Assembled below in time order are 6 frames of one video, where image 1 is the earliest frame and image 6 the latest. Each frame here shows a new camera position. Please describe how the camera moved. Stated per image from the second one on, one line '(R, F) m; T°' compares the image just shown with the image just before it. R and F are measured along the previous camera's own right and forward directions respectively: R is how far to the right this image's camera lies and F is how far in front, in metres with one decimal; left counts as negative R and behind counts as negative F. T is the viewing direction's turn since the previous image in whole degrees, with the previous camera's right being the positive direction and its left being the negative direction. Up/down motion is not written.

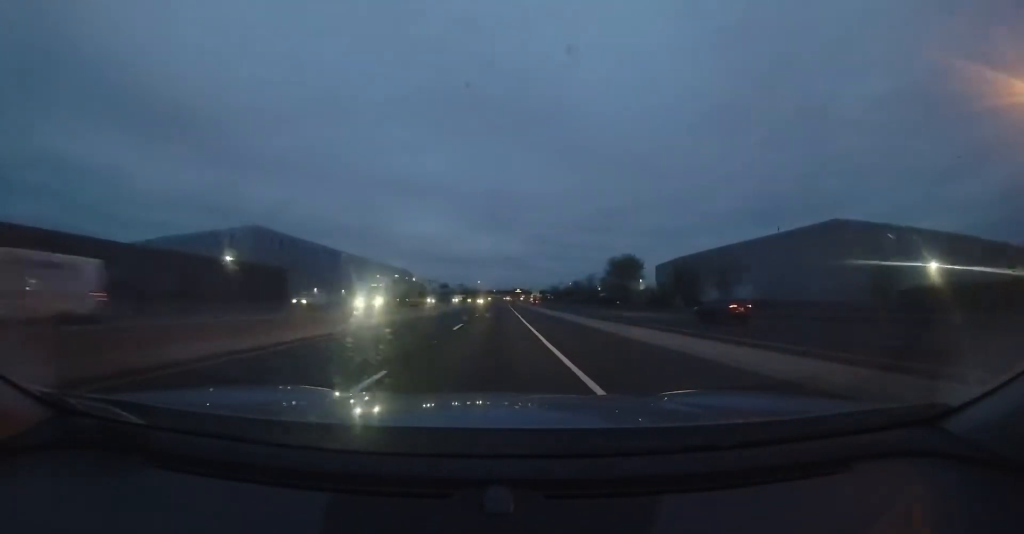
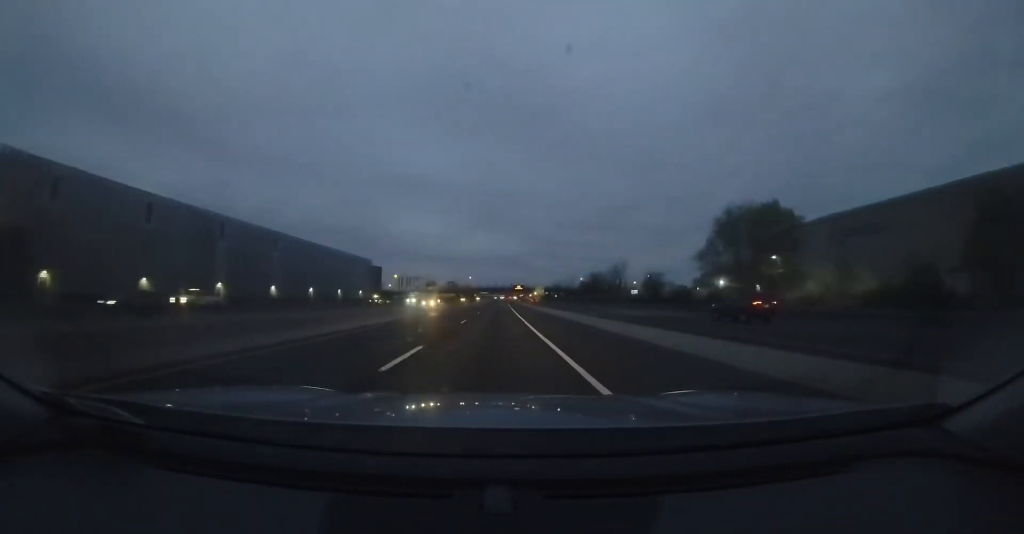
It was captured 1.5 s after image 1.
(-0.3, +44.7) m; +1°
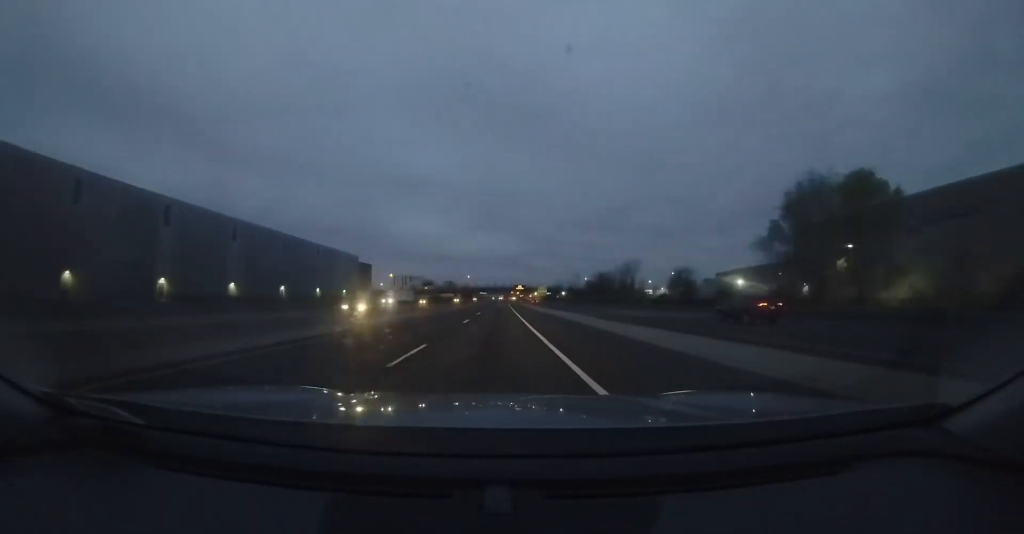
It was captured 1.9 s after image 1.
(+0.4, +11.5) m; 0°
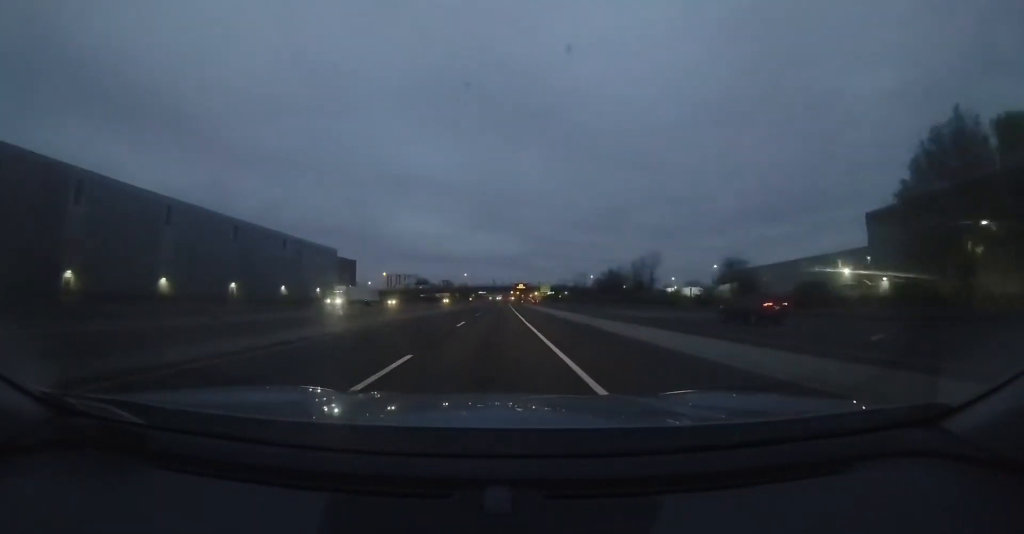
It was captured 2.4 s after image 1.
(+0.3, +14.3) m; 0°
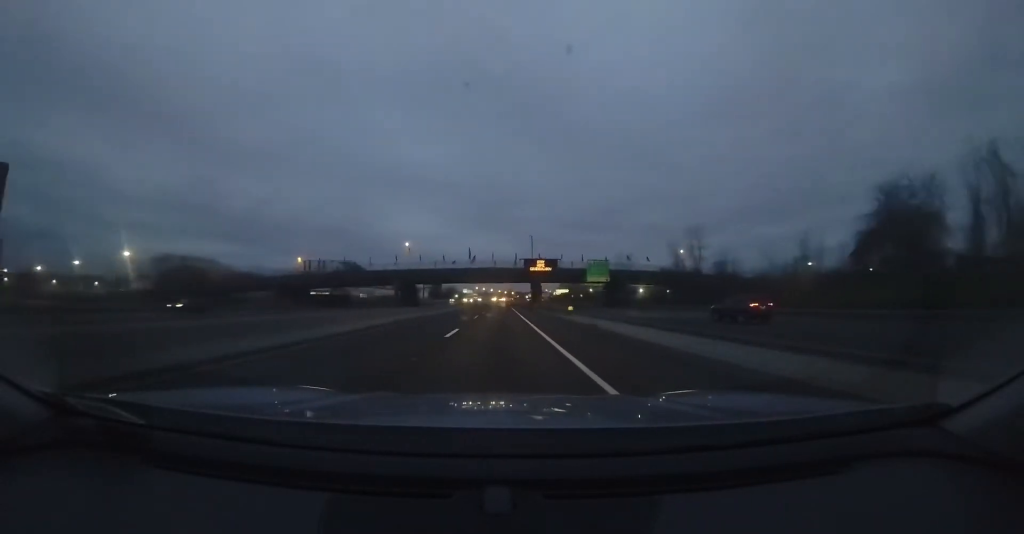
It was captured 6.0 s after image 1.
(0.0, +101.2) m; +2°
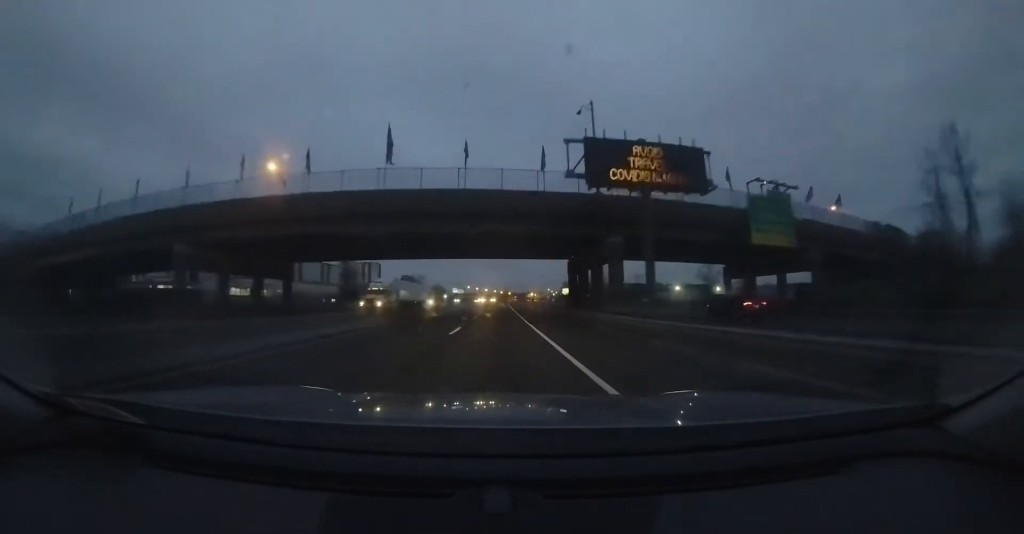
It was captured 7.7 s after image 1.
(+1.1, +47.1) m; +1°
